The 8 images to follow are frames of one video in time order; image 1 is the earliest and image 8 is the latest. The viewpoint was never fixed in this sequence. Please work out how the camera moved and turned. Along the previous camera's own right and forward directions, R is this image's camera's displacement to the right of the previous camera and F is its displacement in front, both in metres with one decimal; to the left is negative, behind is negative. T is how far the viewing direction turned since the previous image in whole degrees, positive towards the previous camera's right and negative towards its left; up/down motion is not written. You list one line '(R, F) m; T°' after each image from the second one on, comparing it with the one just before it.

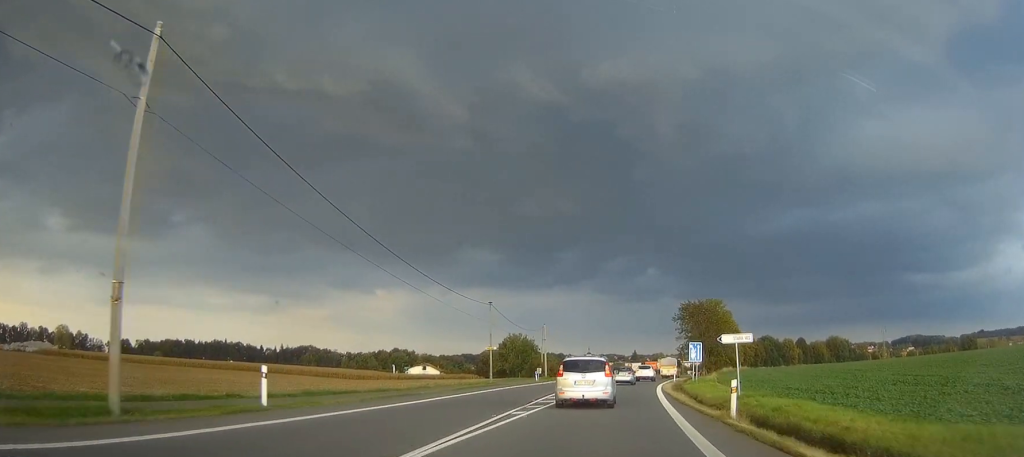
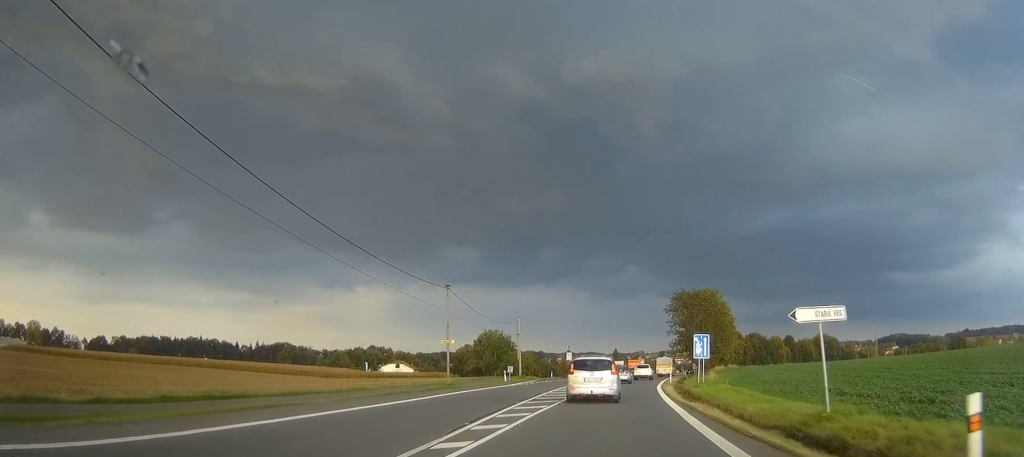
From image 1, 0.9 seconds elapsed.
(+0.2, +11.7) m; +2°
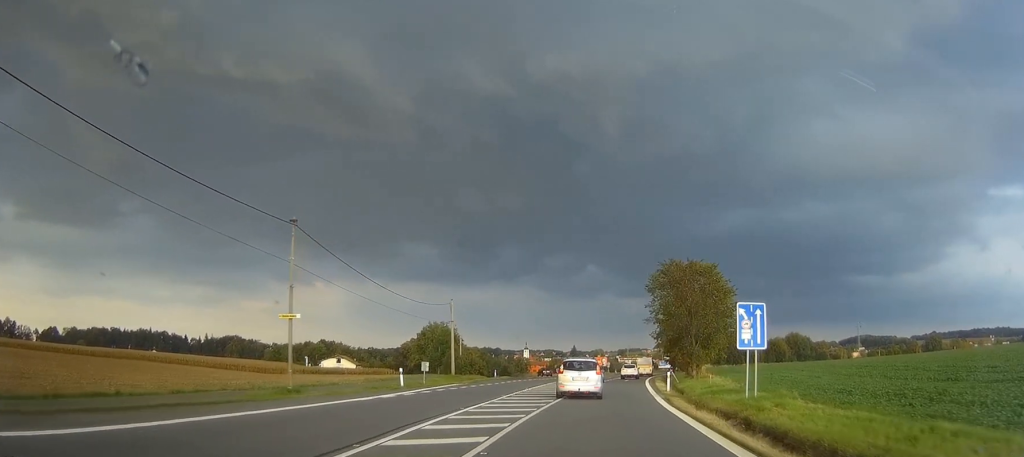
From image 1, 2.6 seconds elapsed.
(+0.7, +22.6) m; +3°
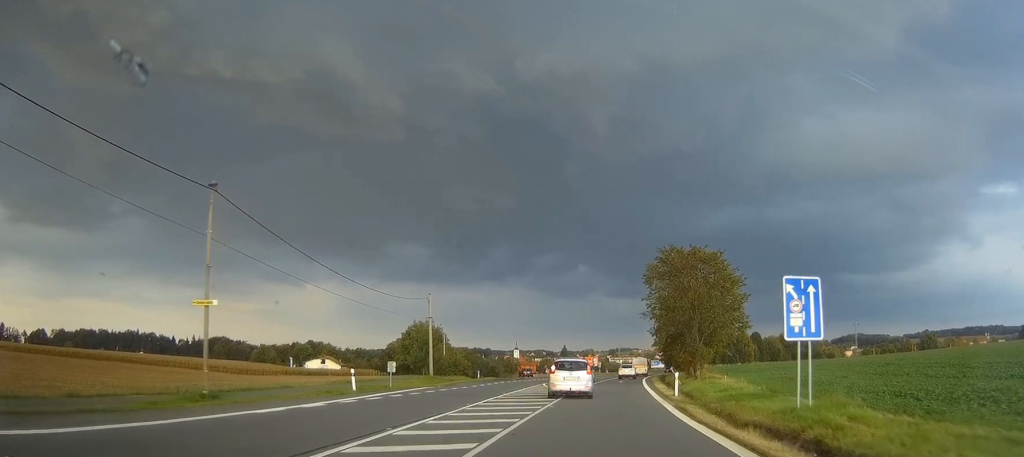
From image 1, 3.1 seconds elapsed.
(0.0, +6.7) m; 0°
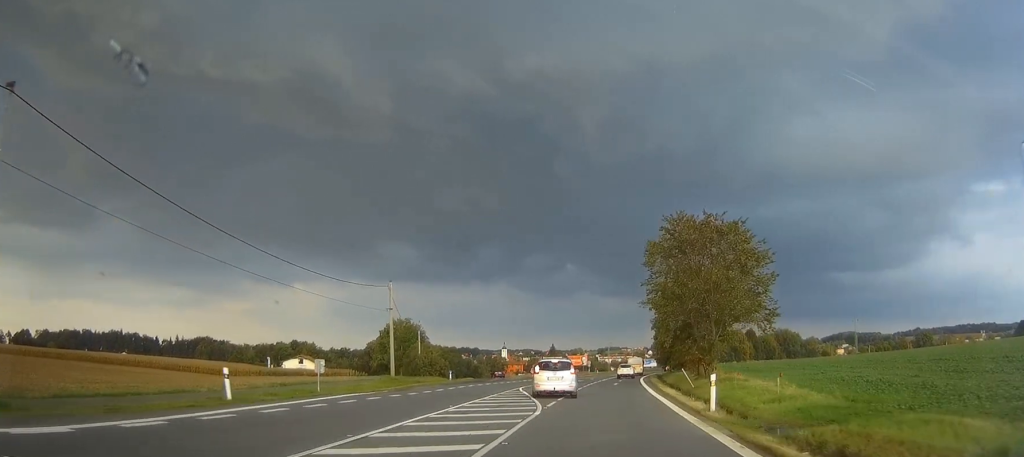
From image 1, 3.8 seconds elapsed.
(0.0, +10.7) m; 0°
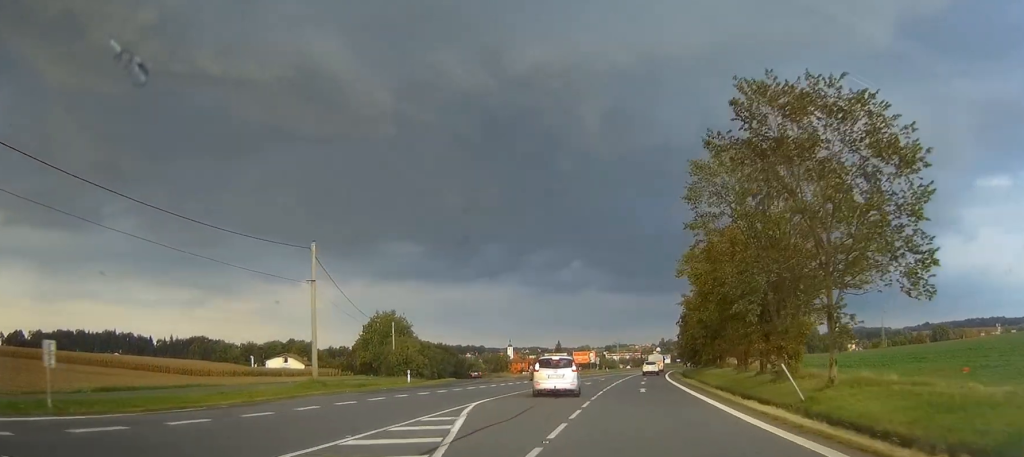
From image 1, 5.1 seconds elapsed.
(+0.1, +19.4) m; 0°
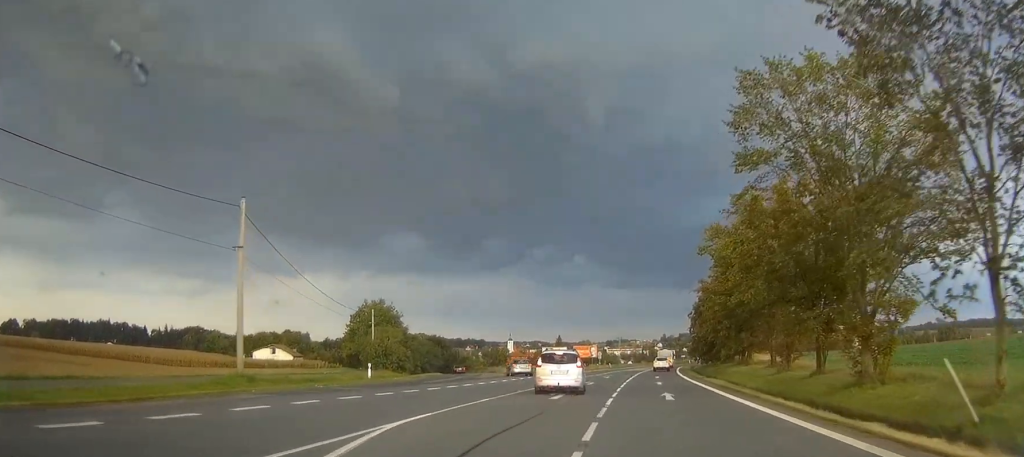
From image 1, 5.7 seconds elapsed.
(0.0, +9.9) m; 0°
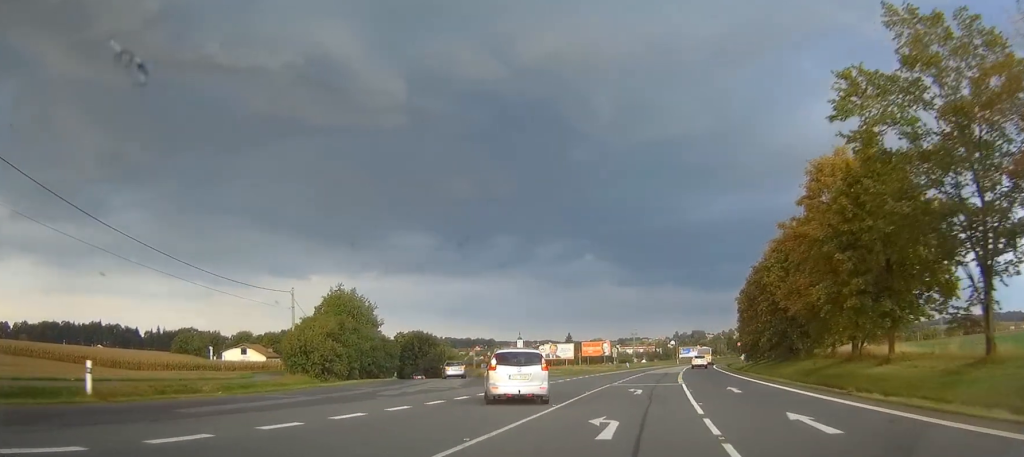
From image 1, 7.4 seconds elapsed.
(0.0, +26.6) m; 0°
